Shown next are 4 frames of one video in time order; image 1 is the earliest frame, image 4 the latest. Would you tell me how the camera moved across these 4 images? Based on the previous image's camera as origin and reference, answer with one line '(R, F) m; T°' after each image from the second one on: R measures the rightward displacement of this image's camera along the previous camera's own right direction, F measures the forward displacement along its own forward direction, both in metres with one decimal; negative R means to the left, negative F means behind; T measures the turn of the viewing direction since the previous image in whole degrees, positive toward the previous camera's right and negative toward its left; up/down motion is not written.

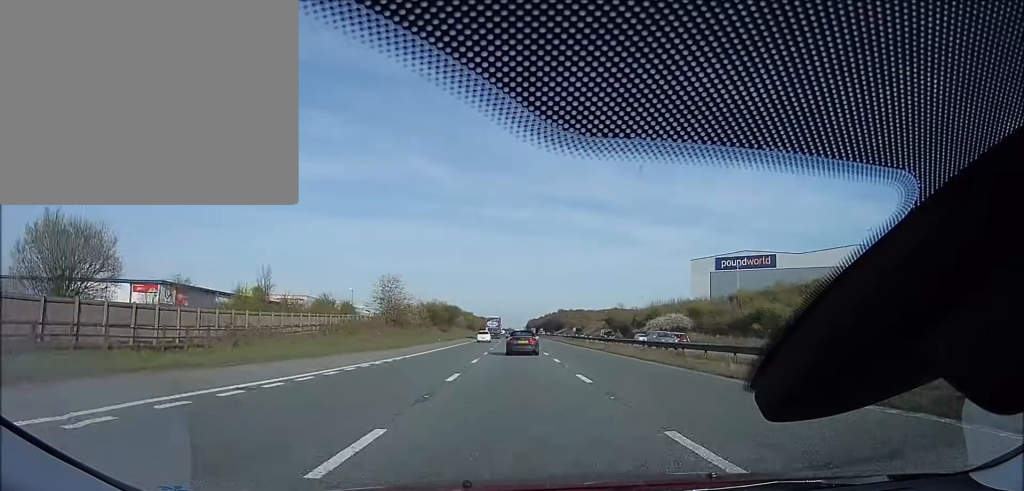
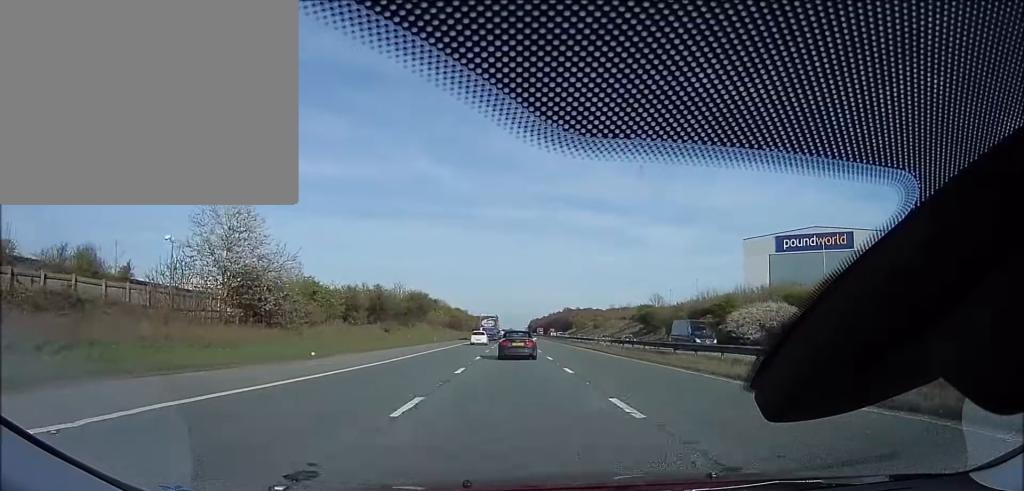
(0.0, +40.5) m; 0°
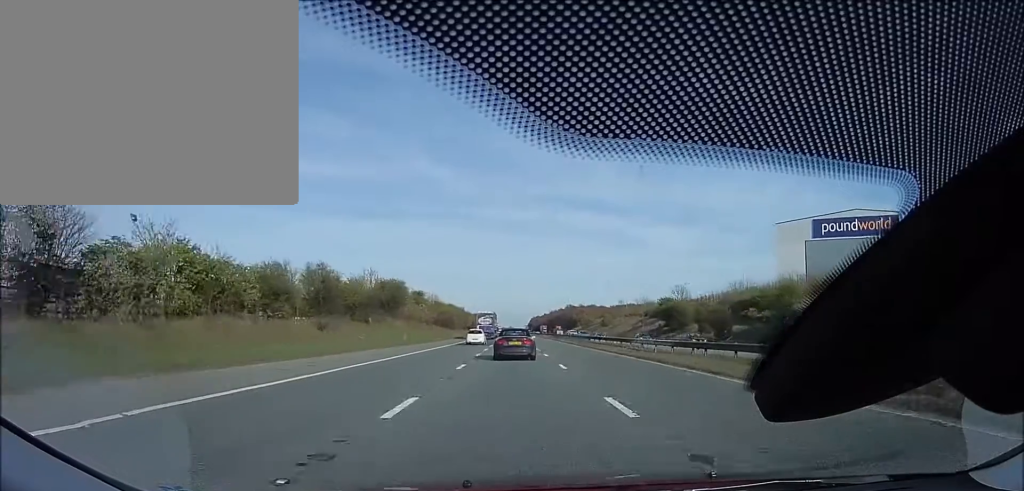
(0.0, +17.5) m; 0°
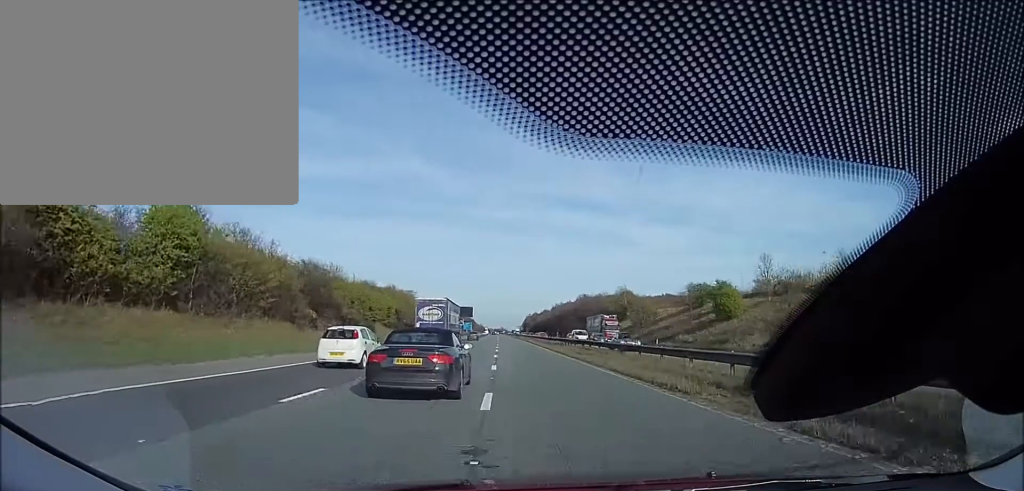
(+2.8, +108.4) m; +3°
